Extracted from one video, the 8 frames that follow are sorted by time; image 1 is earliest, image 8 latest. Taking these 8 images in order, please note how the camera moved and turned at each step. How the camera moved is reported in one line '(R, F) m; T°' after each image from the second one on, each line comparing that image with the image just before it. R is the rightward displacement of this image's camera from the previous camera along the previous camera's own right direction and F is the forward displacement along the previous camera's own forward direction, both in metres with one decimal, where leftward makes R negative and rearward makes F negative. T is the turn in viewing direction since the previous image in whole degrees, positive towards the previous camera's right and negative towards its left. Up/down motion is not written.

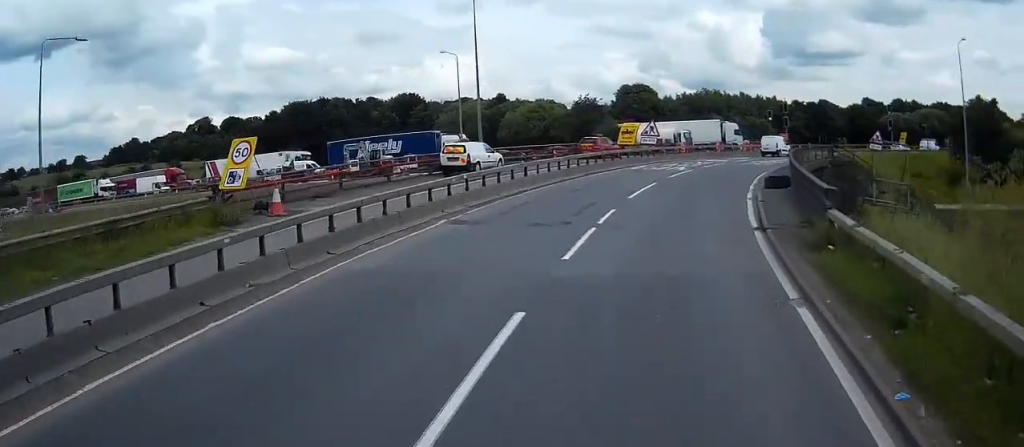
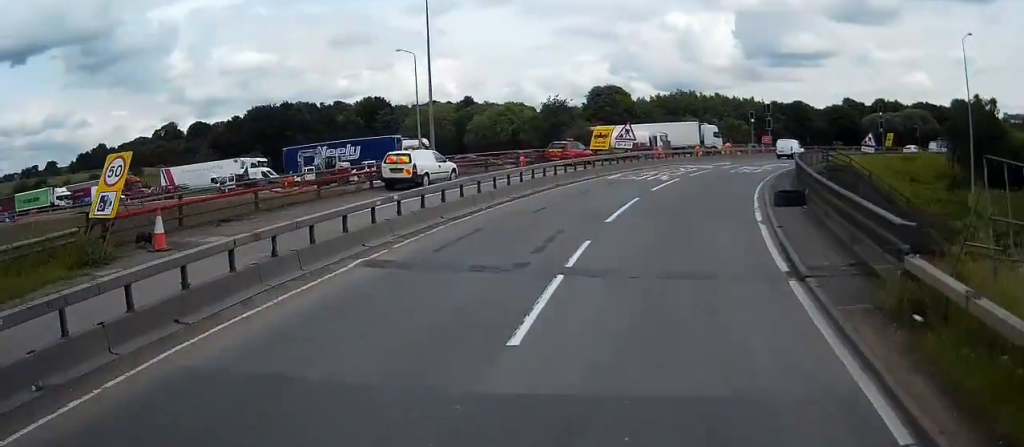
(0.0, +4.2) m; +1°
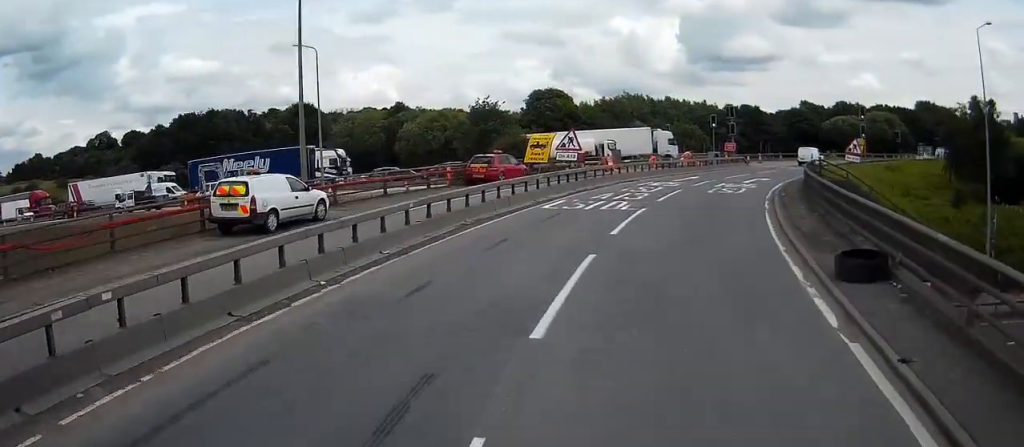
(+0.2, +8.7) m; +4°
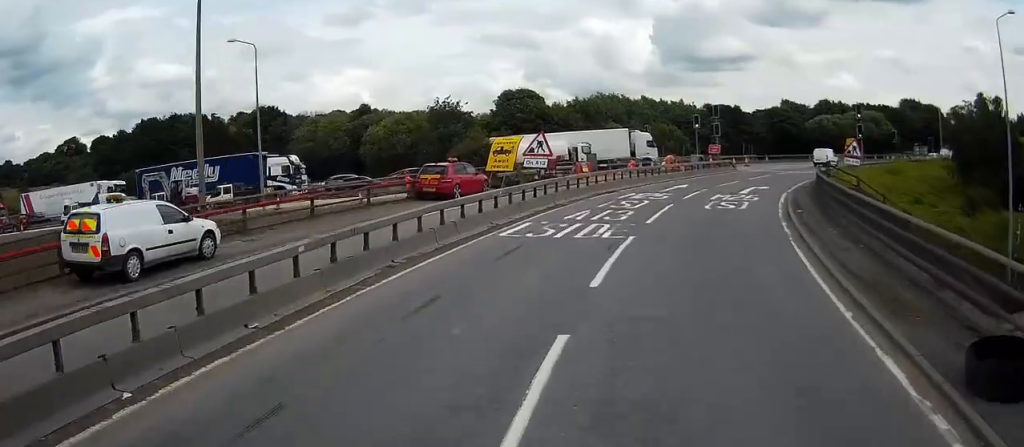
(+0.2, +5.2) m; +3°
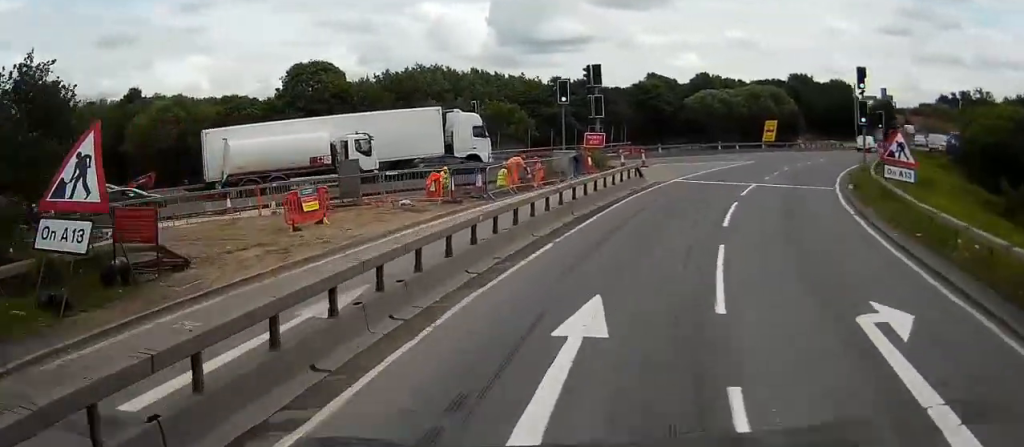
(+4.9, +24.8) m; +18°
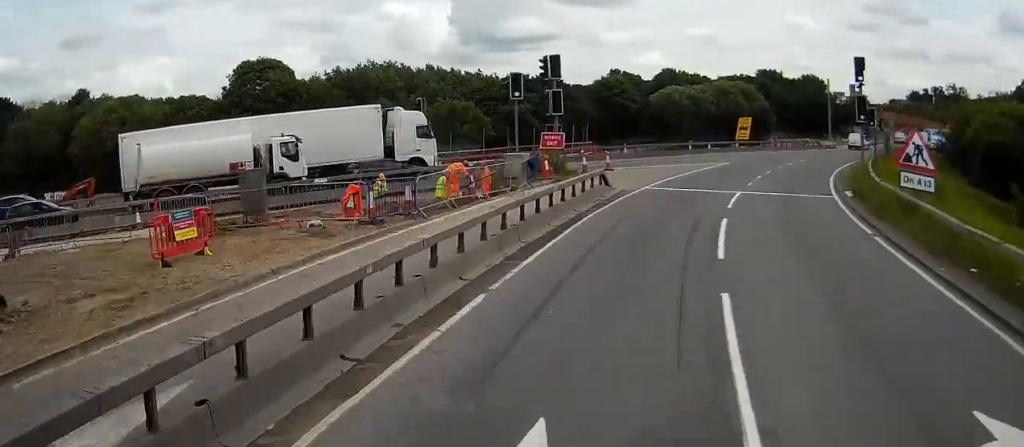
(0.0, +4.9) m; 0°
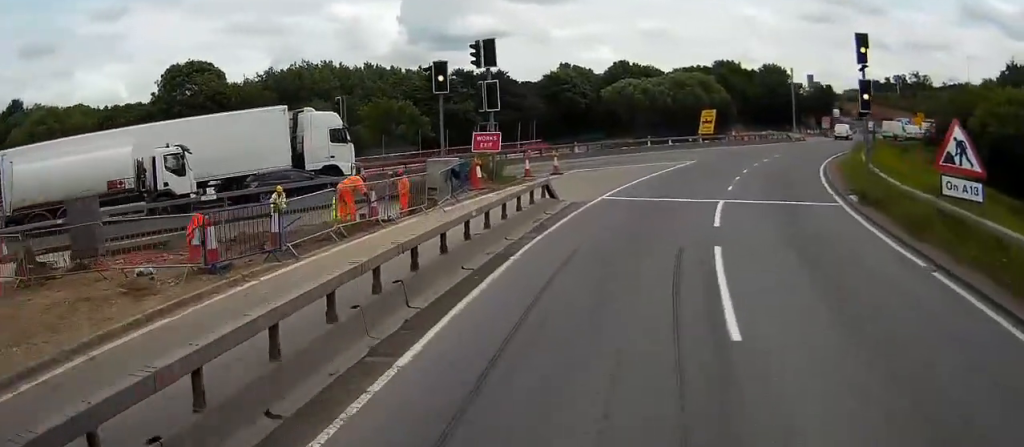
(0.0, +6.5) m; 0°
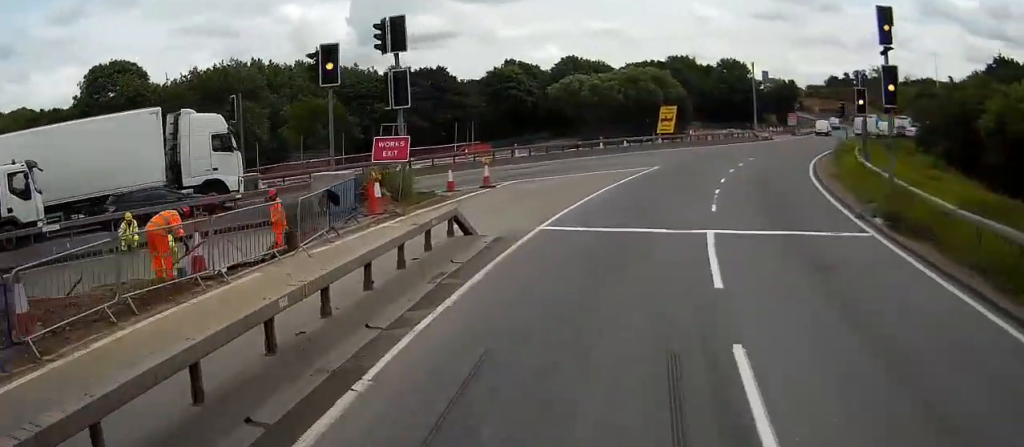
(0.0, +7.0) m; +1°
